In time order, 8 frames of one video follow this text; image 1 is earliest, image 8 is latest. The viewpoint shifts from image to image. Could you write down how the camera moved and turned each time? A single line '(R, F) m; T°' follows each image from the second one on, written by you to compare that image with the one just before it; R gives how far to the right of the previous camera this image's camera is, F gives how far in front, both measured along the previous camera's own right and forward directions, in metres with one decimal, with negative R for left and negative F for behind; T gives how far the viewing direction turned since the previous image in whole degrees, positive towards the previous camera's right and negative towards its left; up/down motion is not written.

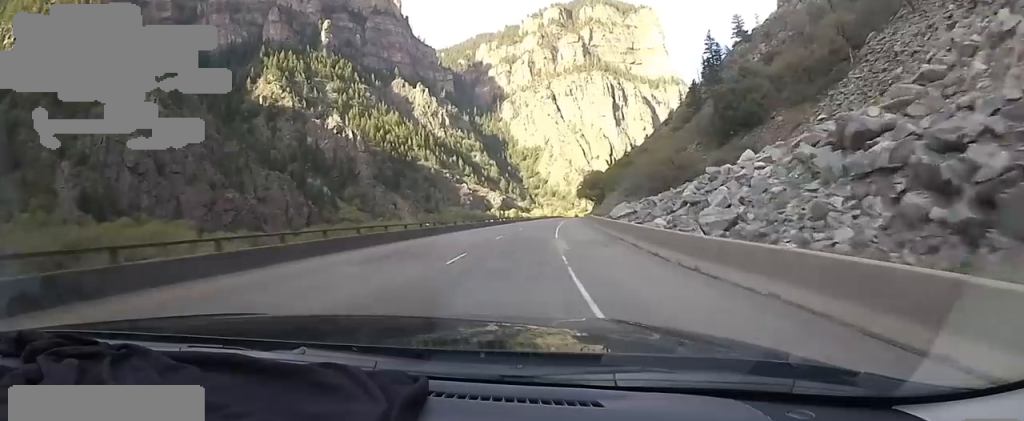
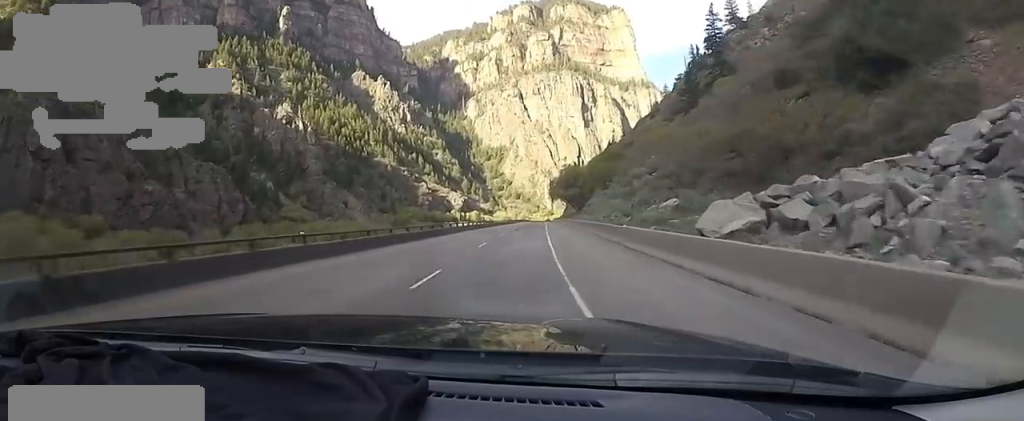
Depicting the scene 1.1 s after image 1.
(+1.0, +28.6) m; +5°
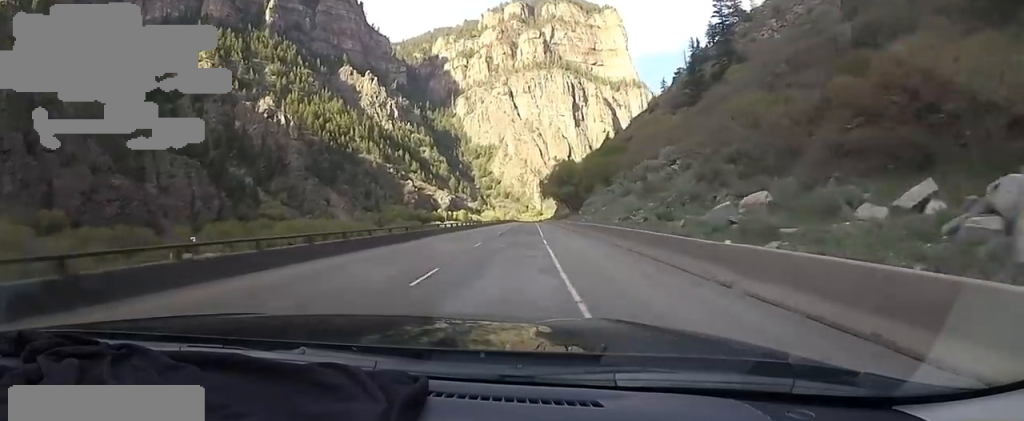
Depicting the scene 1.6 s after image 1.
(+0.5, +11.8) m; +2°
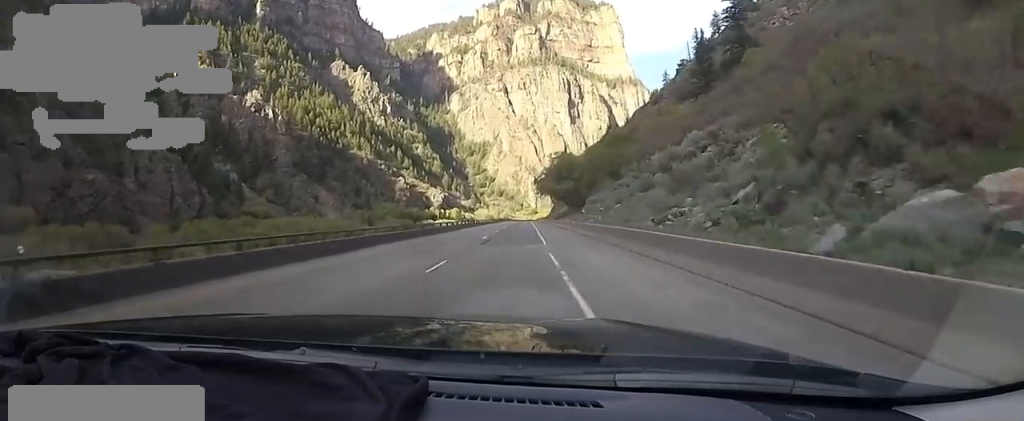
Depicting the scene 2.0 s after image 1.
(+0.1, +10.1) m; +2°
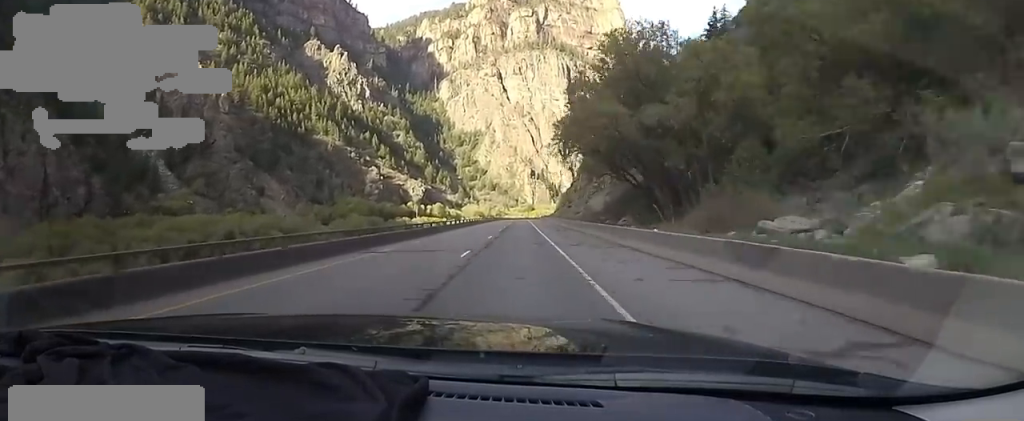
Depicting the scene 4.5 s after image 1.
(+3.3, +62.5) m; +2°
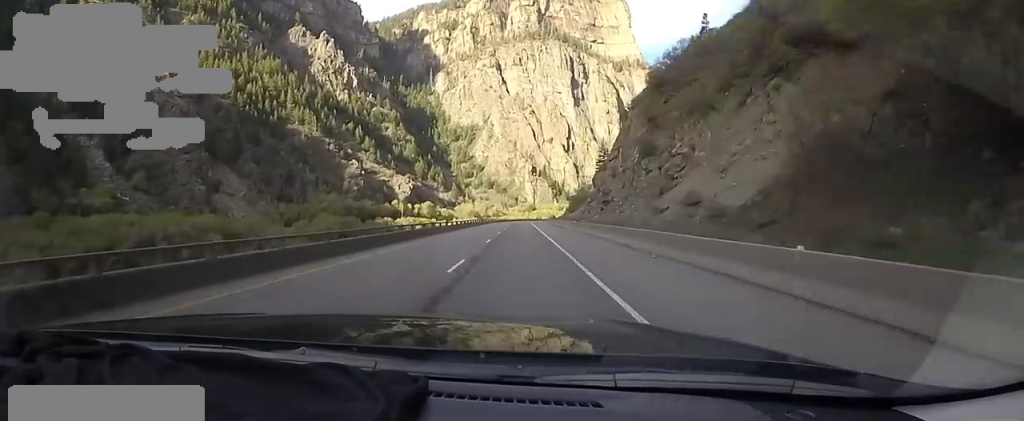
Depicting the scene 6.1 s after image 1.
(-1.5, +41.1) m; -2°
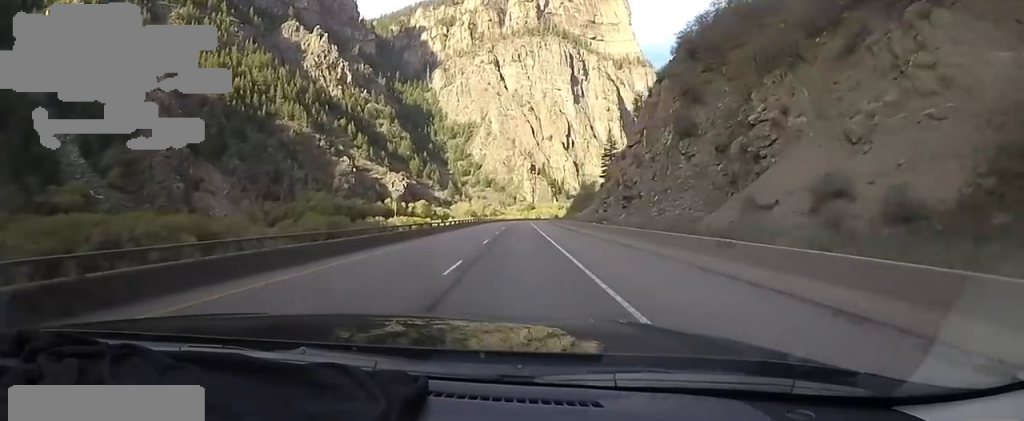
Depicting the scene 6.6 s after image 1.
(+0.3, +12.7) m; +2°
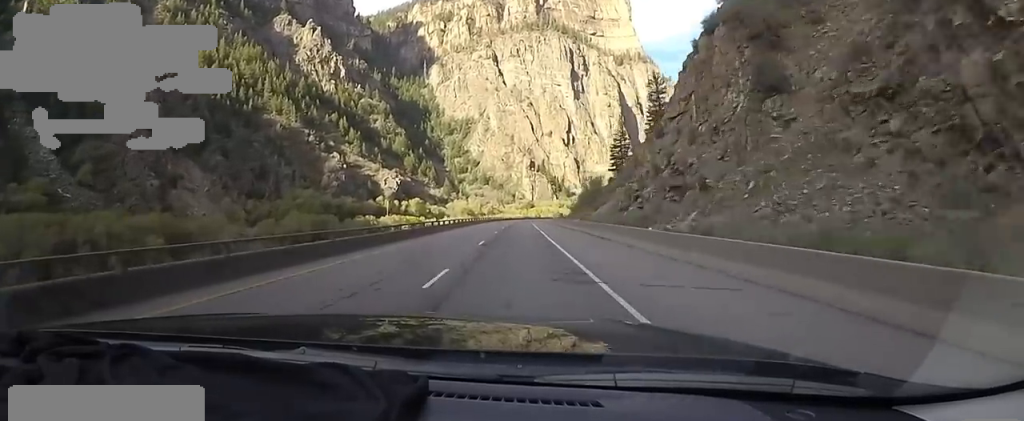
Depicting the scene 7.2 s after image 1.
(0.0, +14.3) m; +2°
